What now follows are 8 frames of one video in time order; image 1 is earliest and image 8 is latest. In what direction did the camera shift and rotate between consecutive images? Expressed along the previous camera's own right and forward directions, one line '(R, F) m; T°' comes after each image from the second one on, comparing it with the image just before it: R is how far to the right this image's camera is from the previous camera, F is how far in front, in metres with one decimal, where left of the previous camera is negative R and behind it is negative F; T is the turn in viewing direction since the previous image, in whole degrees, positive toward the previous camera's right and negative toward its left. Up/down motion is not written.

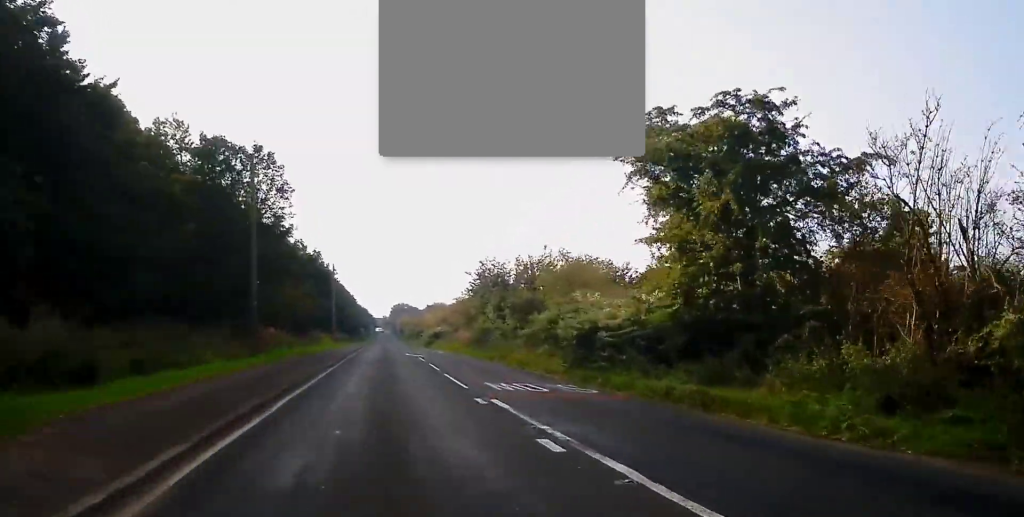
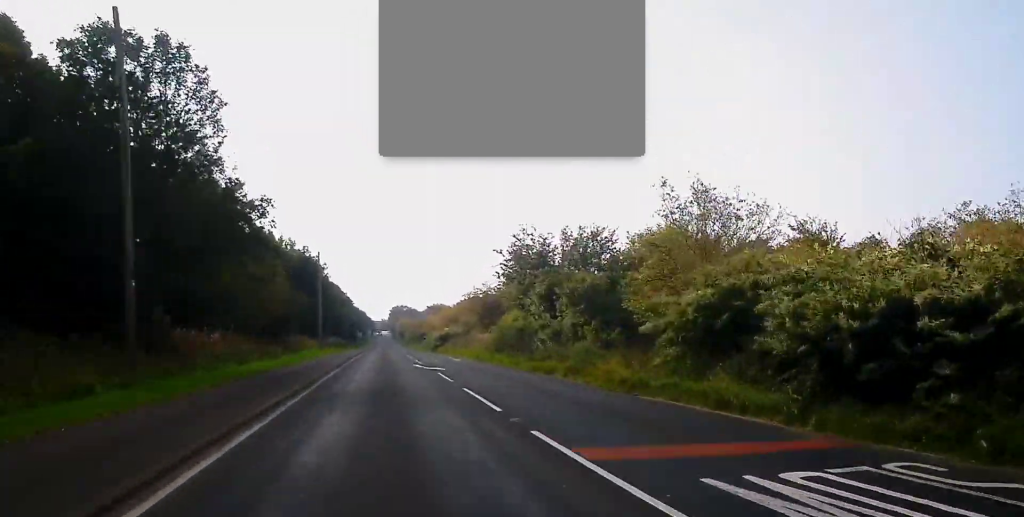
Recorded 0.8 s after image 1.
(0.0, +14.5) m; +1°
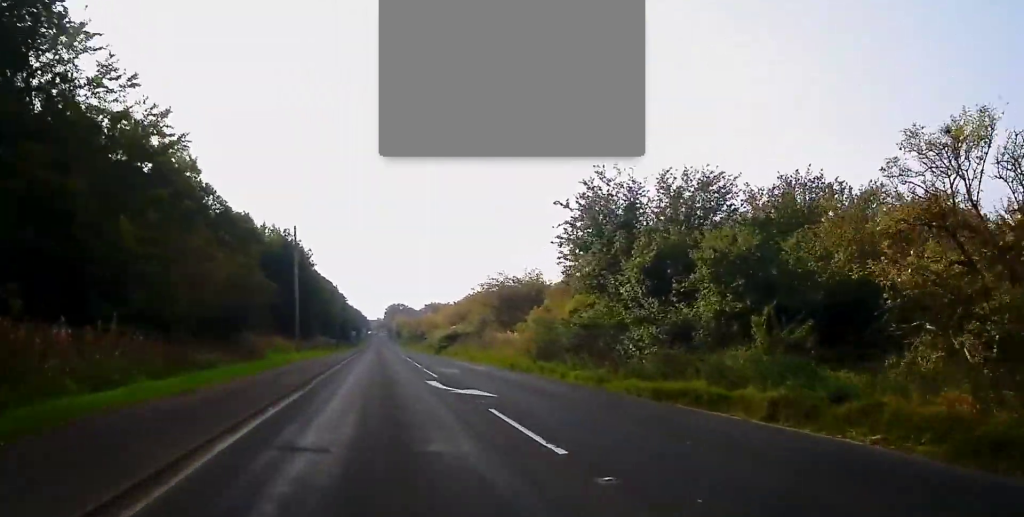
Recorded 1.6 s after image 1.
(+0.2, +13.8) m; 0°
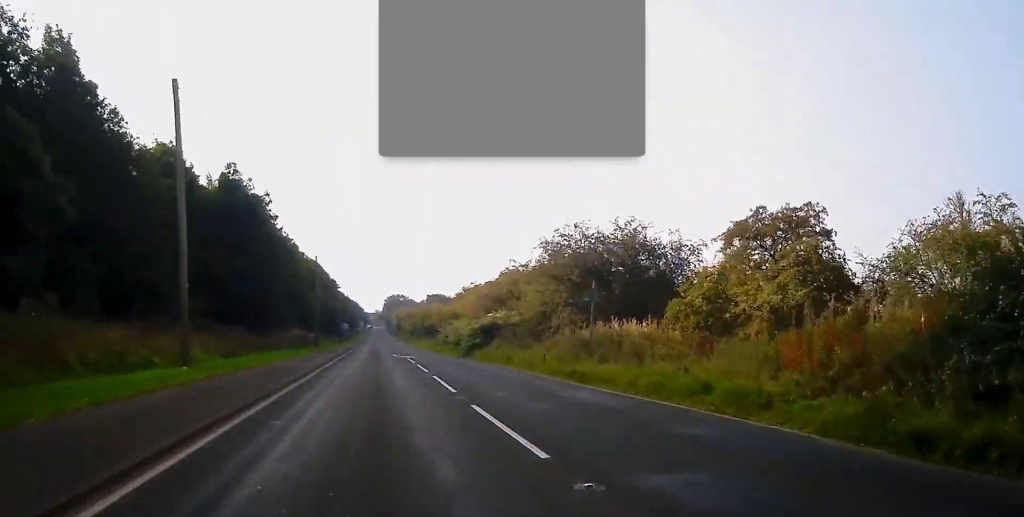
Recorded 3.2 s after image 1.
(-0.4, +26.4) m; -1°
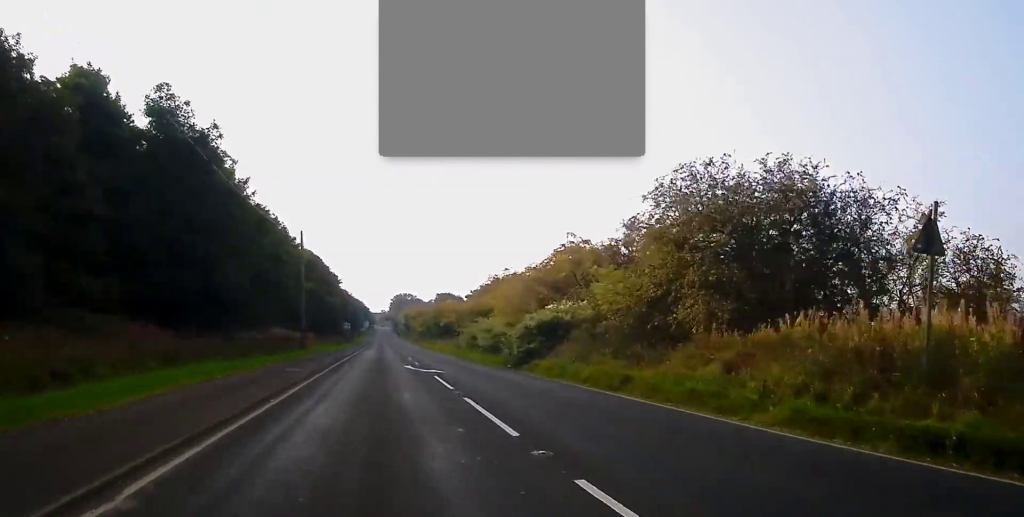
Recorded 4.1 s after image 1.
(+0.1, +16.7) m; 0°
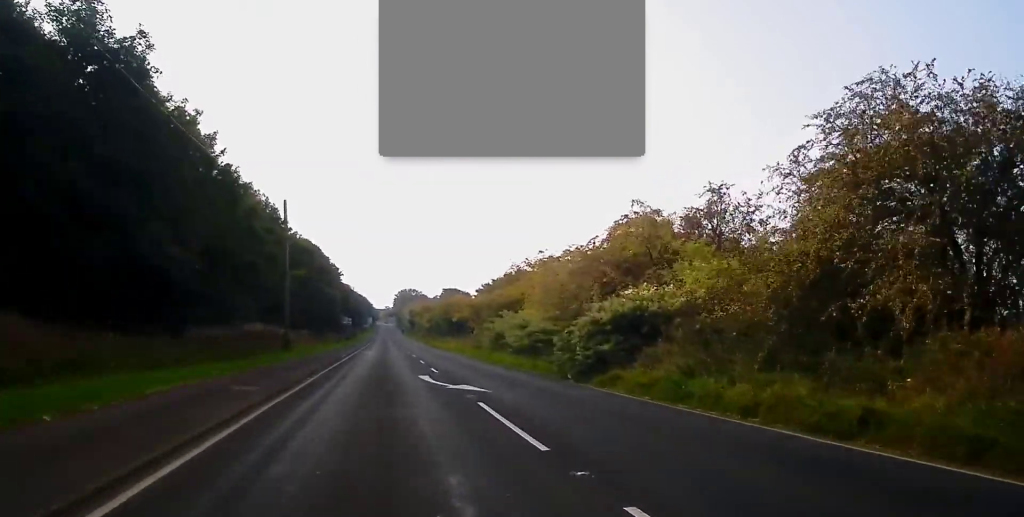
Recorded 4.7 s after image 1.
(+0.2, +10.4) m; -1°
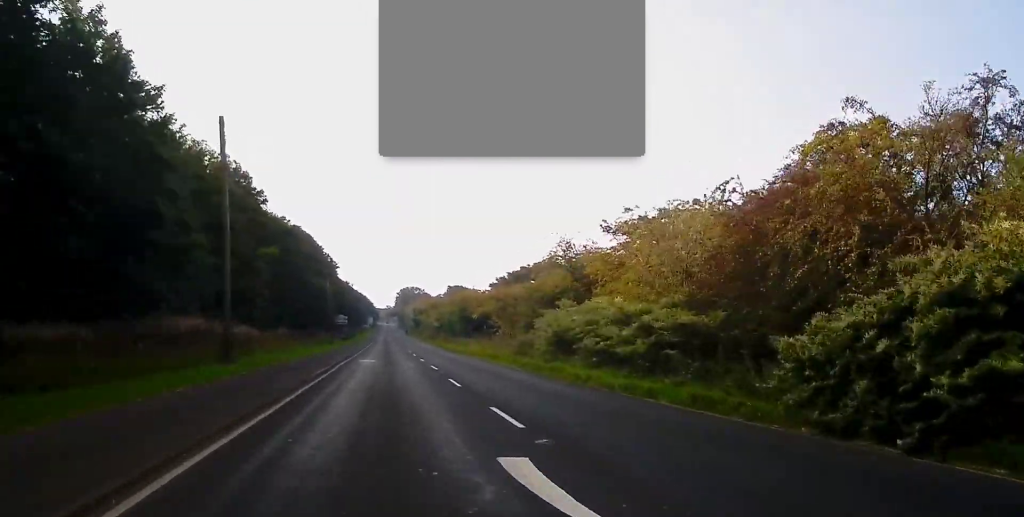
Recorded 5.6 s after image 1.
(-0.4, +15.4) m; 0°
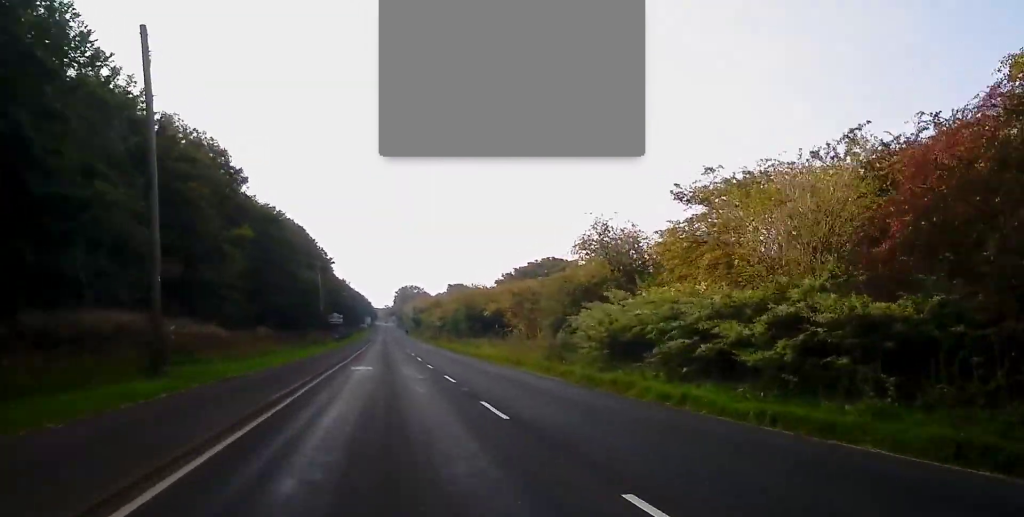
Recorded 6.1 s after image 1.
(0.0, +7.3) m; 0°
